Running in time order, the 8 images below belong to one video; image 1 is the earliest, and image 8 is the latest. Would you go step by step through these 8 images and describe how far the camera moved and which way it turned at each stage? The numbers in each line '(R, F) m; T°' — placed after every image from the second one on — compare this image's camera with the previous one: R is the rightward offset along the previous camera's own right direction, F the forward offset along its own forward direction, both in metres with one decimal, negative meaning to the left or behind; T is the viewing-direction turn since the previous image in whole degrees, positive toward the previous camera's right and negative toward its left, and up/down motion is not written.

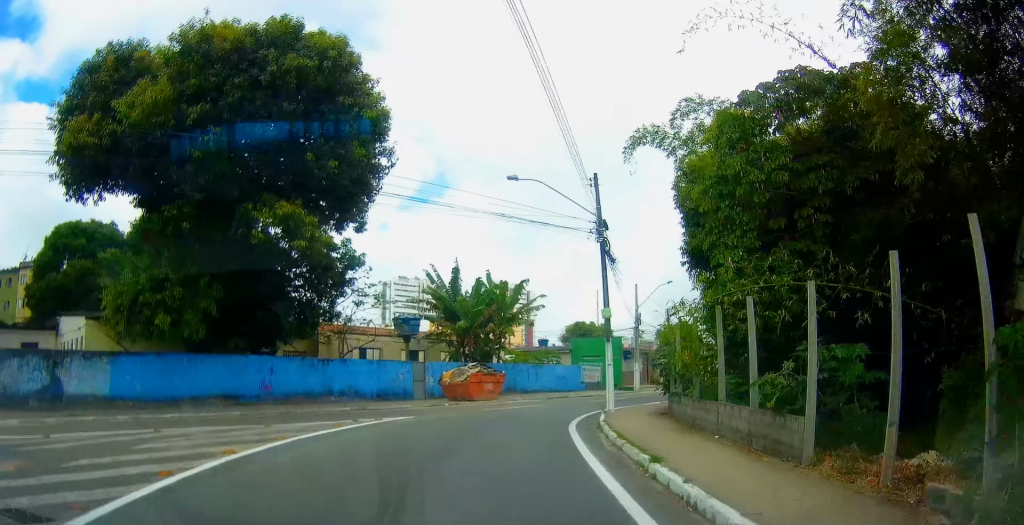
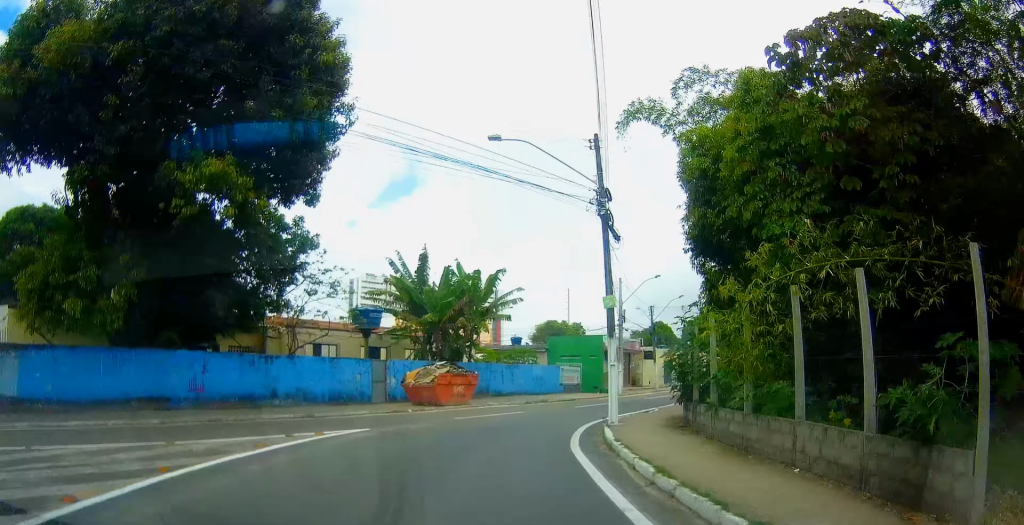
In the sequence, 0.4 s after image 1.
(0.0, +3.3) m; +3°
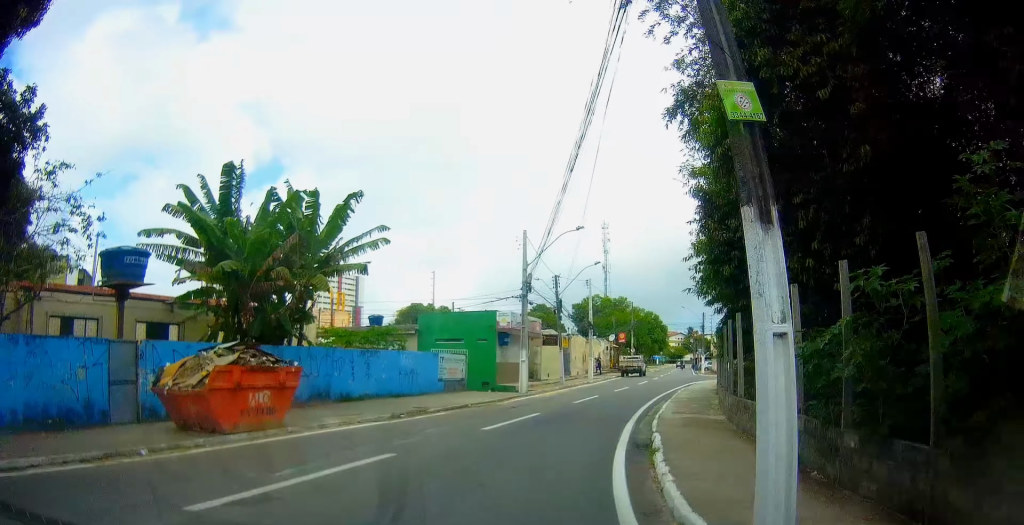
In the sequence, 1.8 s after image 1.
(+1.0, +10.1) m; +12°
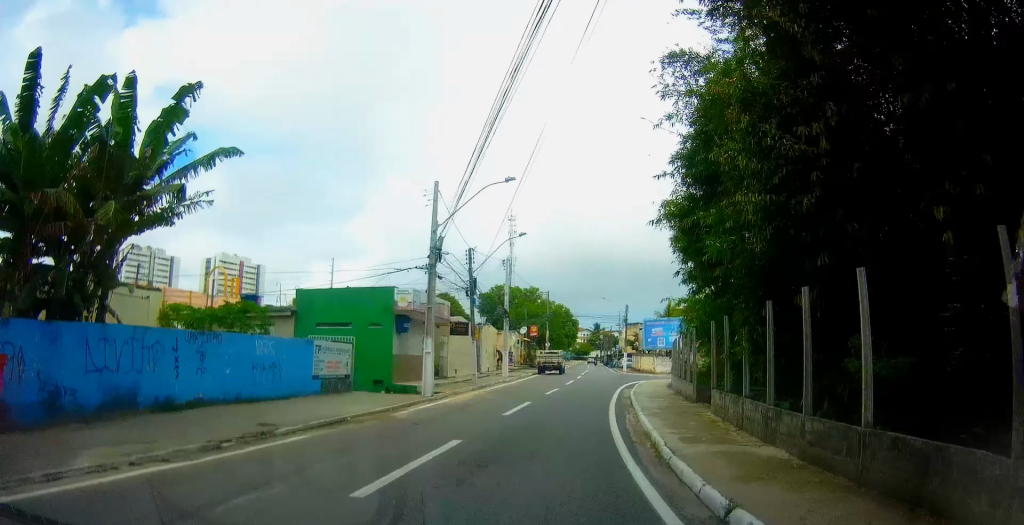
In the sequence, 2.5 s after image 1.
(+0.3, +5.9) m; +7°
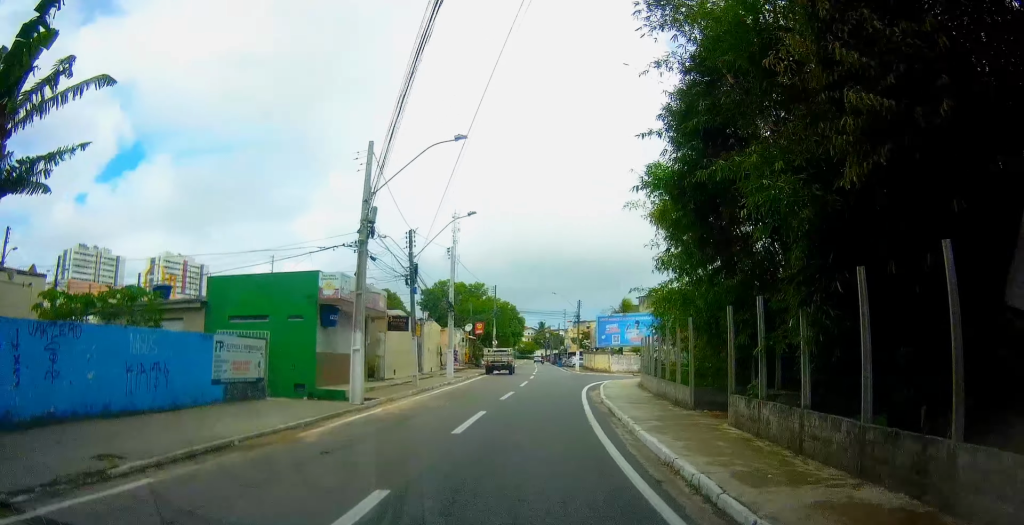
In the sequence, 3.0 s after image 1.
(-0.1, +3.4) m; +4°
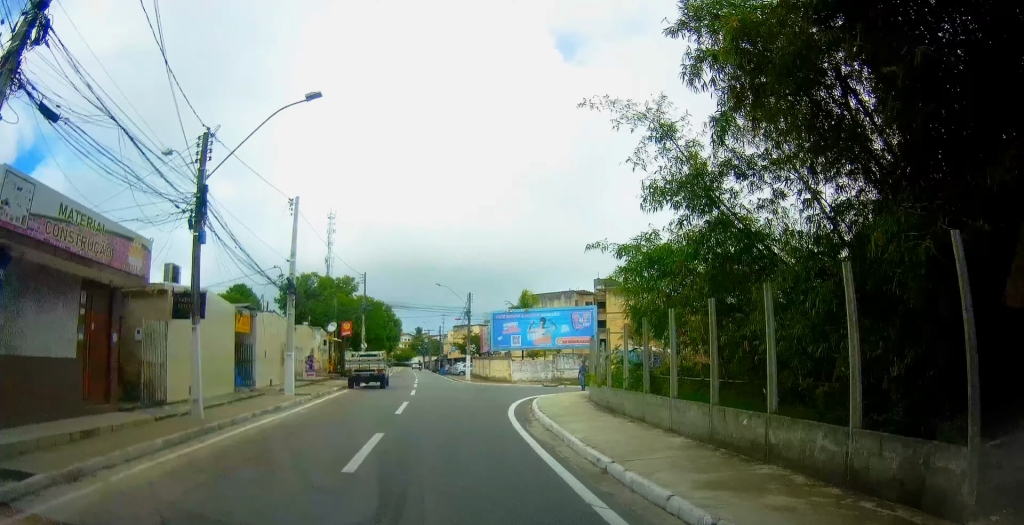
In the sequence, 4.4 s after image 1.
(+1.8, +10.9) m; +16°
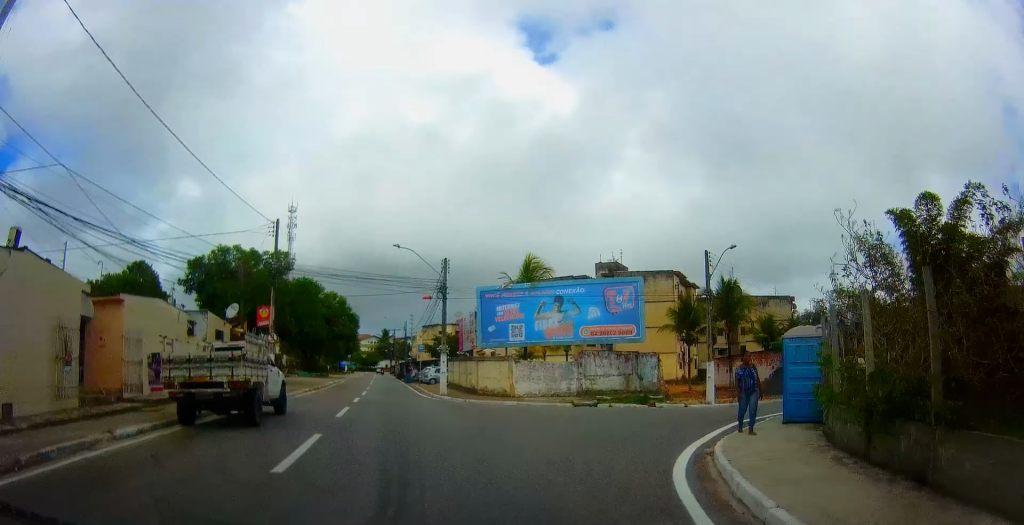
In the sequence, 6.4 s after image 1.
(+1.8, +17.6) m; +4°
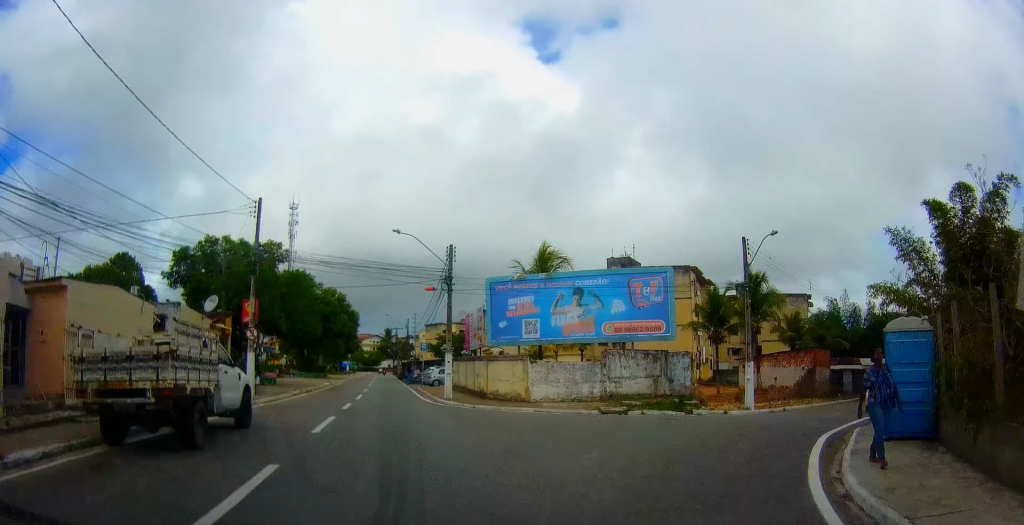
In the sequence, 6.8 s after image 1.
(-0.1, +3.8) m; -2°
